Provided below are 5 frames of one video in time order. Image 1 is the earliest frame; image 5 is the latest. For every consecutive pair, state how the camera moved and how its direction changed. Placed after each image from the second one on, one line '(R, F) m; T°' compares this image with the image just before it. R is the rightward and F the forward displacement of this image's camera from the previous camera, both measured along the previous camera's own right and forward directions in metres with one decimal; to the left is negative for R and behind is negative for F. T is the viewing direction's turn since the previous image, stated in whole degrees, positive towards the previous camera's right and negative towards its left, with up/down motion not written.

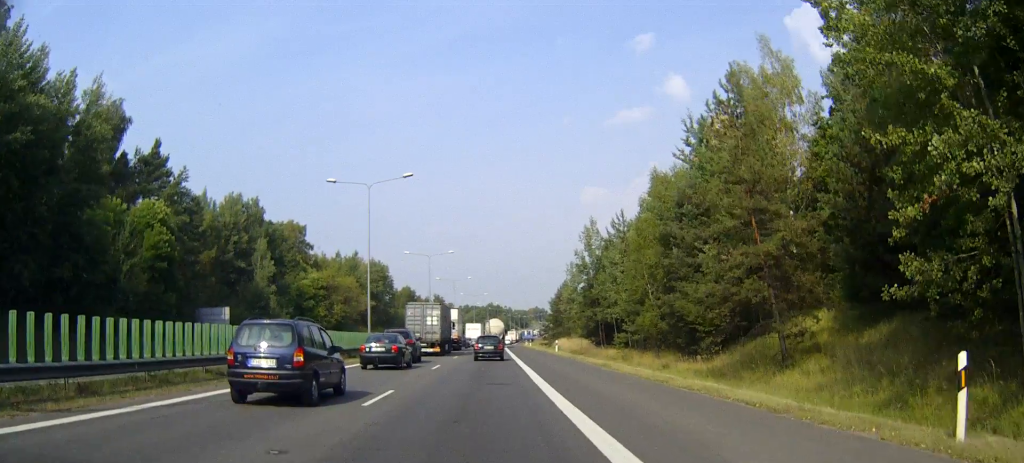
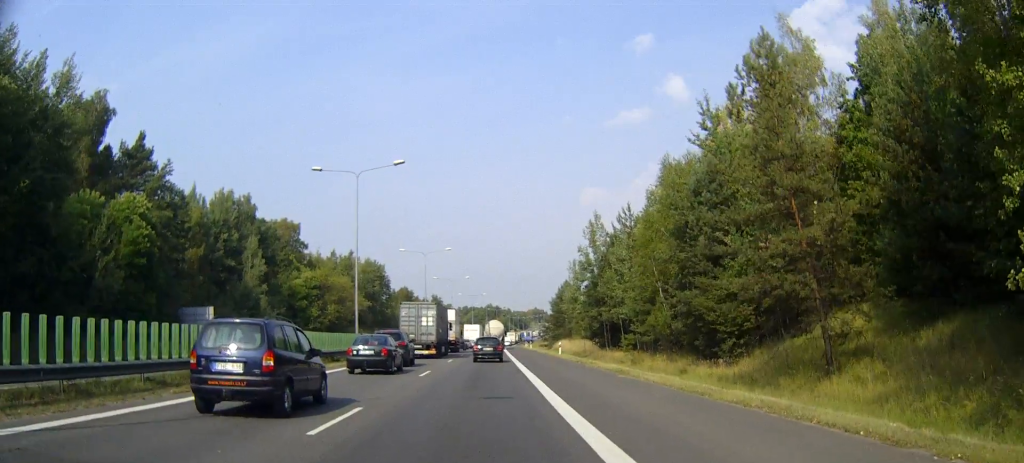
(+0.1, +4.2) m; 0°
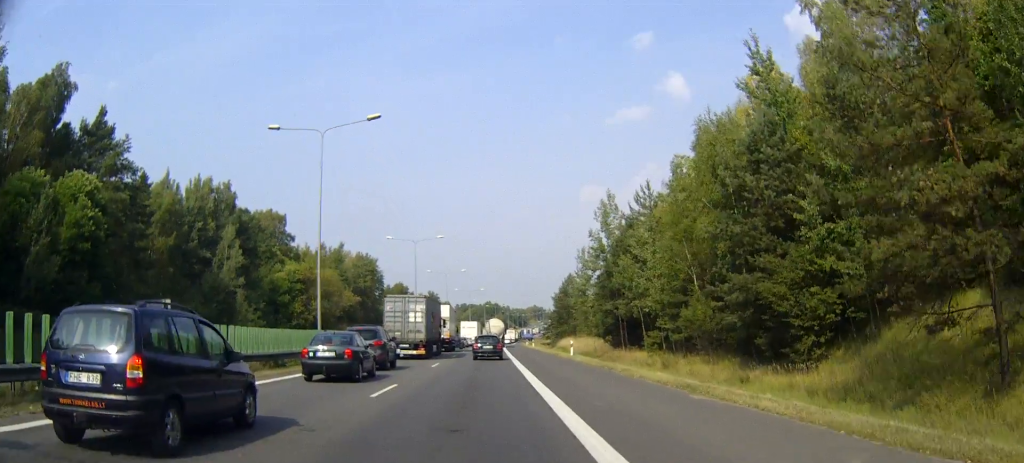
(0.0, +9.7) m; -3°
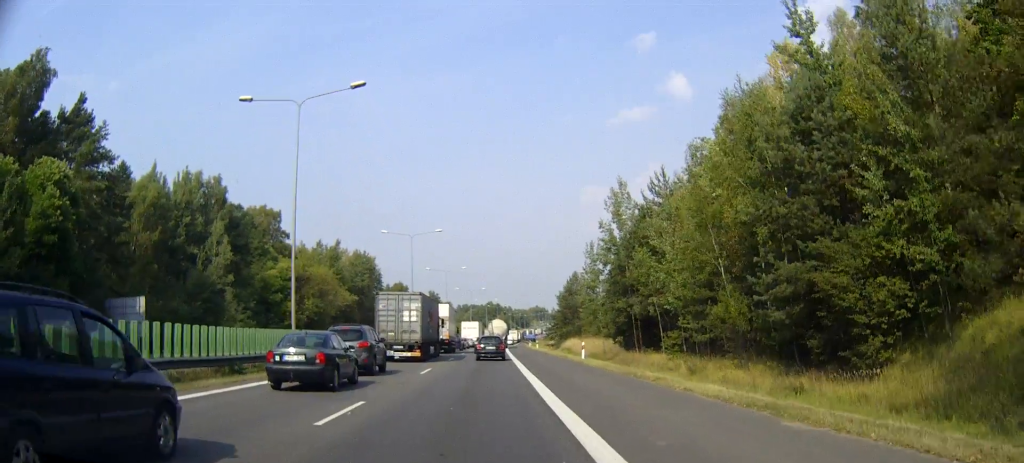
(-0.1, +5.2) m; -1°
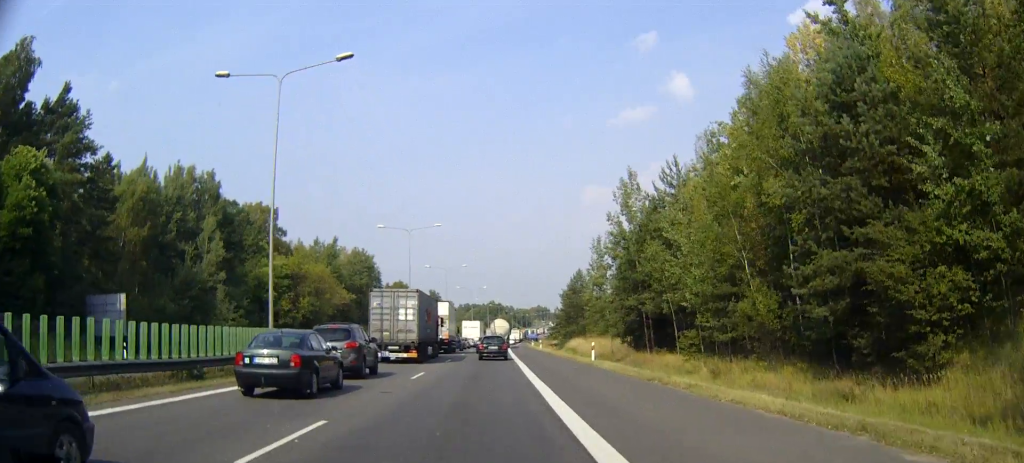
(0.0, +3.5) m; 0°
